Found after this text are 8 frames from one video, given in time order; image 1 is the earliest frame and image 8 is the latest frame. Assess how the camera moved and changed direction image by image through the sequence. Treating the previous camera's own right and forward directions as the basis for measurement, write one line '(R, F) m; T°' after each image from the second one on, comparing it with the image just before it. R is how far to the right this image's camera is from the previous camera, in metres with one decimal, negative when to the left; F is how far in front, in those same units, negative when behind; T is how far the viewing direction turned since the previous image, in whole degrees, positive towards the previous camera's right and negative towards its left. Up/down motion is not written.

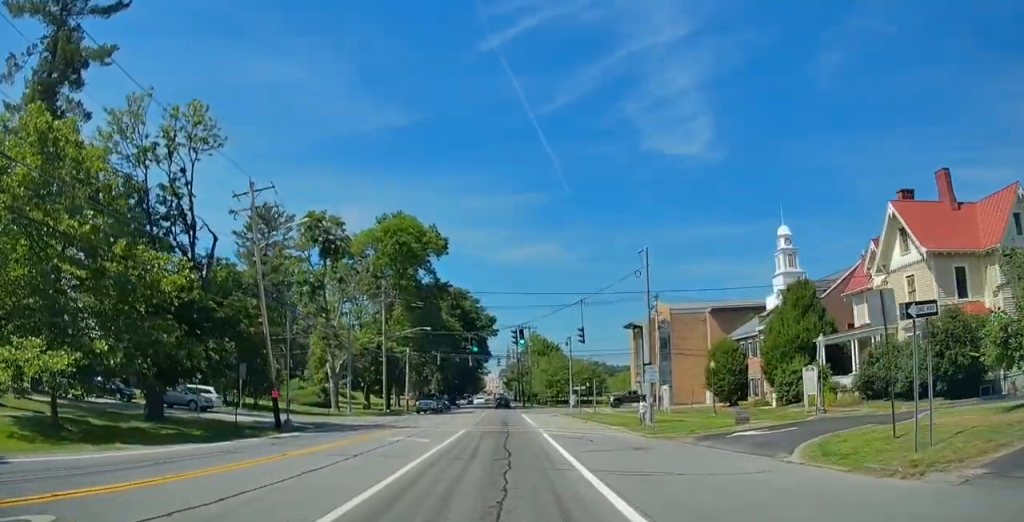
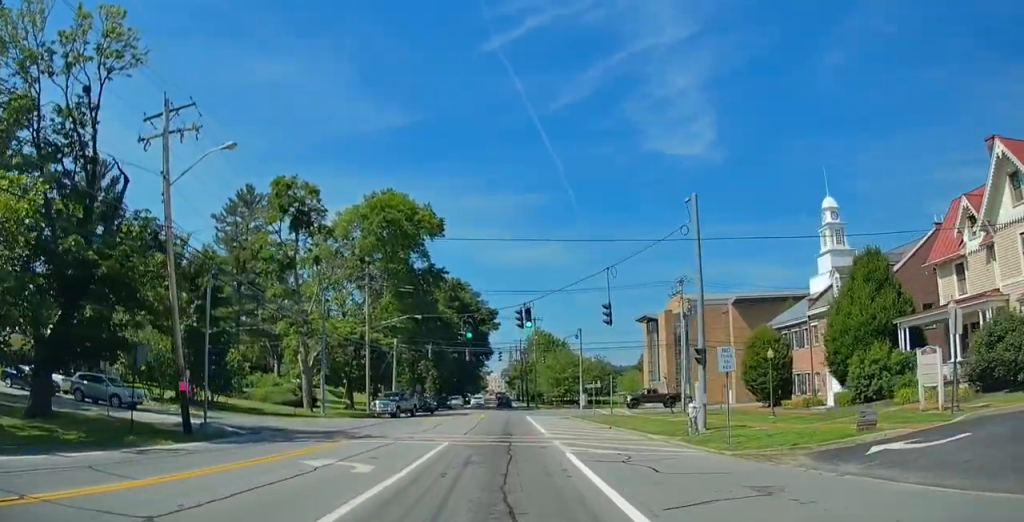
(+0.1, +9.4) m; +1°
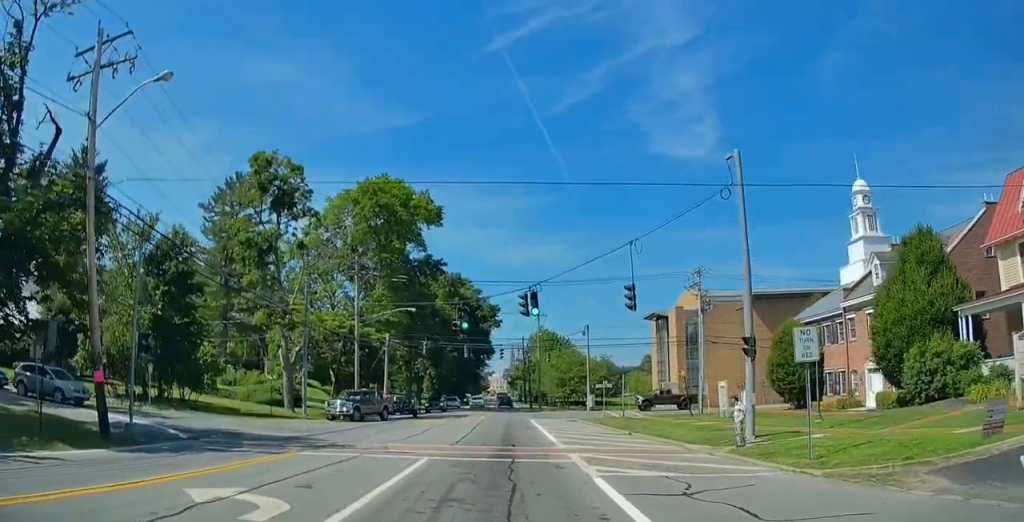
(0.0, +4.9) m; 0°
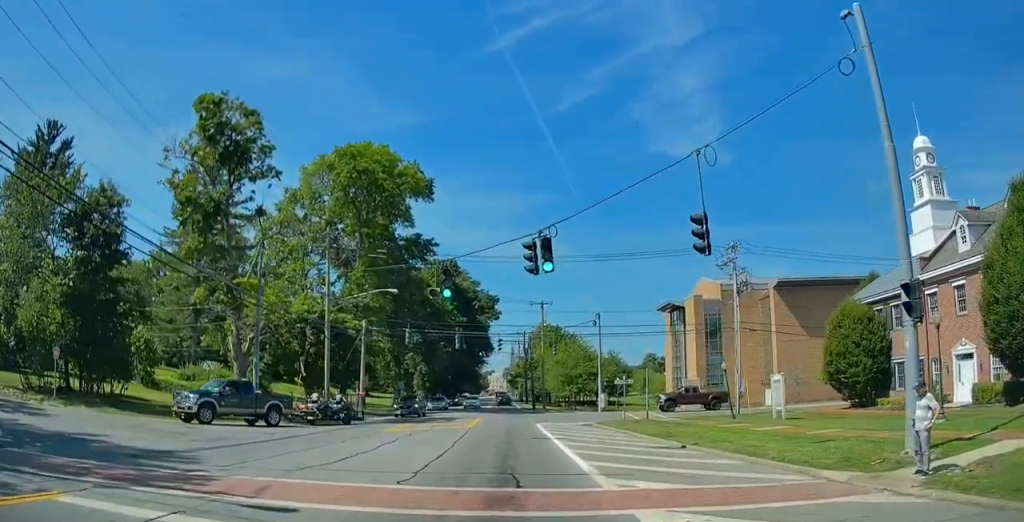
(+0.1, +9.2) m; 0°
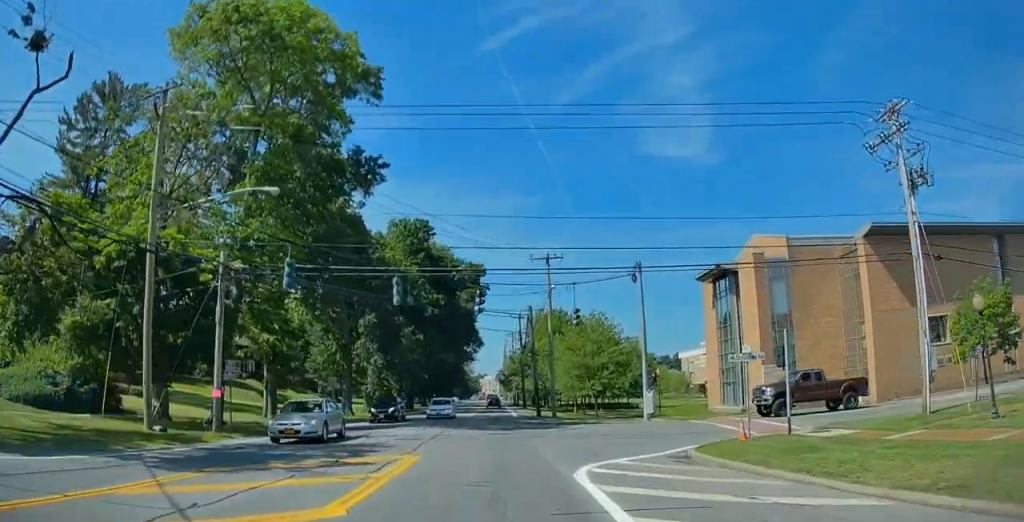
(-0.5, +24.1) m; -1°
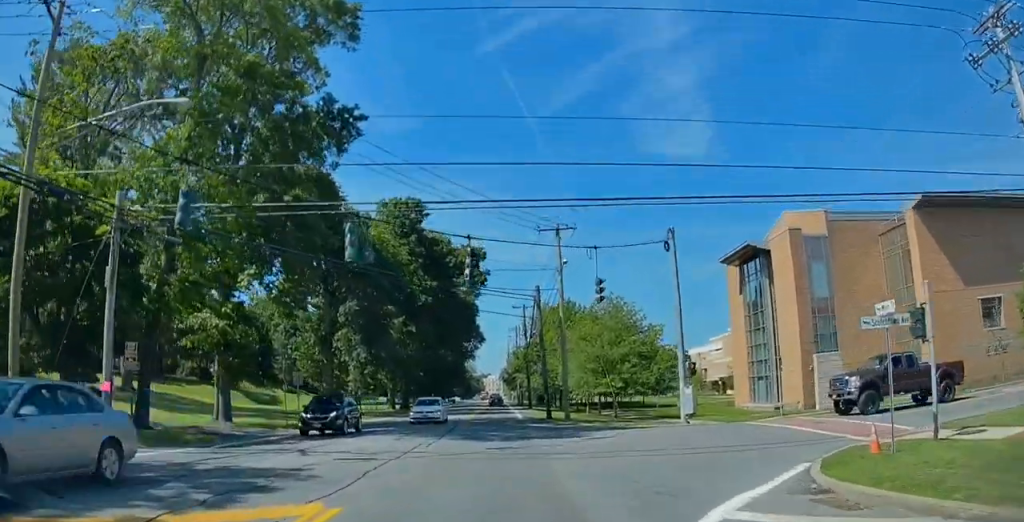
(0.0, +7.7) m; +1°
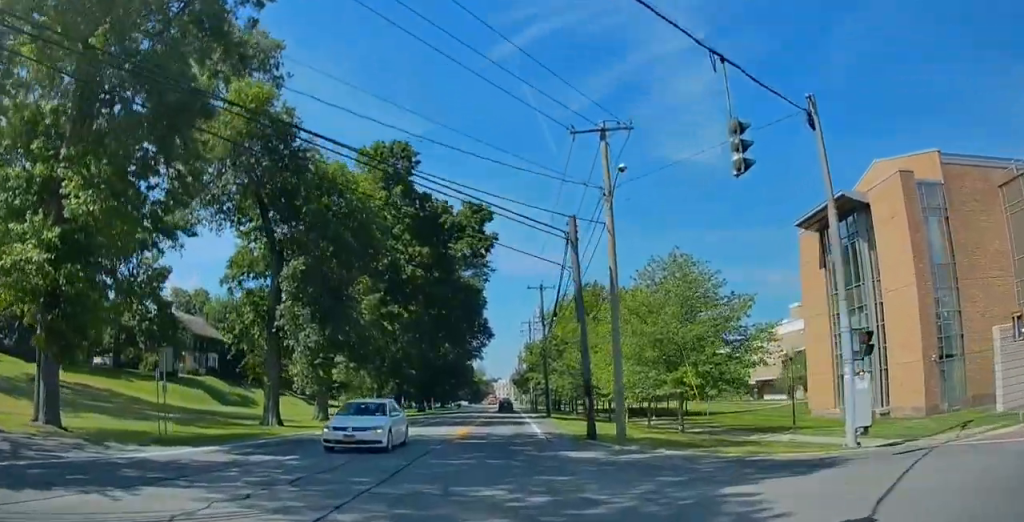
(0.0, +15.5) m; -2°
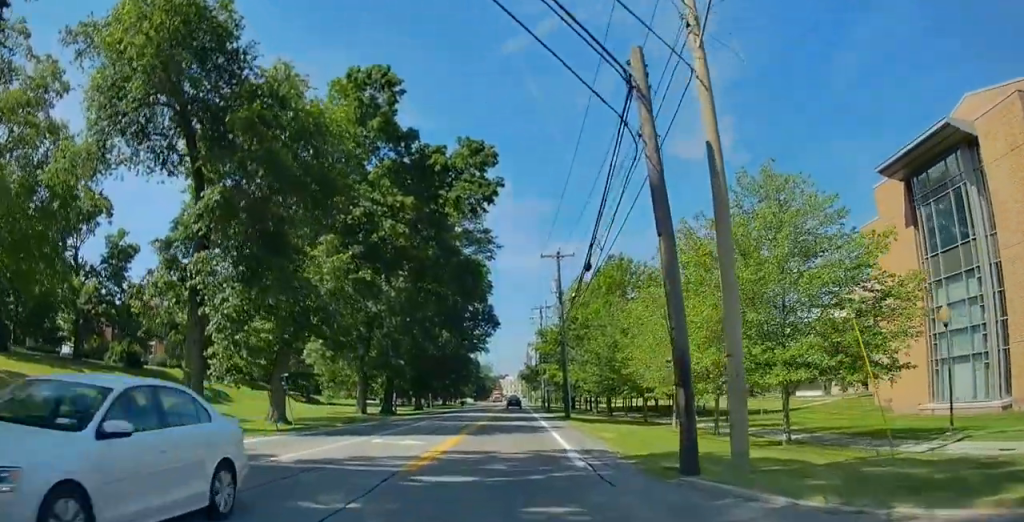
(-0.3, +11.5) m; -1°
